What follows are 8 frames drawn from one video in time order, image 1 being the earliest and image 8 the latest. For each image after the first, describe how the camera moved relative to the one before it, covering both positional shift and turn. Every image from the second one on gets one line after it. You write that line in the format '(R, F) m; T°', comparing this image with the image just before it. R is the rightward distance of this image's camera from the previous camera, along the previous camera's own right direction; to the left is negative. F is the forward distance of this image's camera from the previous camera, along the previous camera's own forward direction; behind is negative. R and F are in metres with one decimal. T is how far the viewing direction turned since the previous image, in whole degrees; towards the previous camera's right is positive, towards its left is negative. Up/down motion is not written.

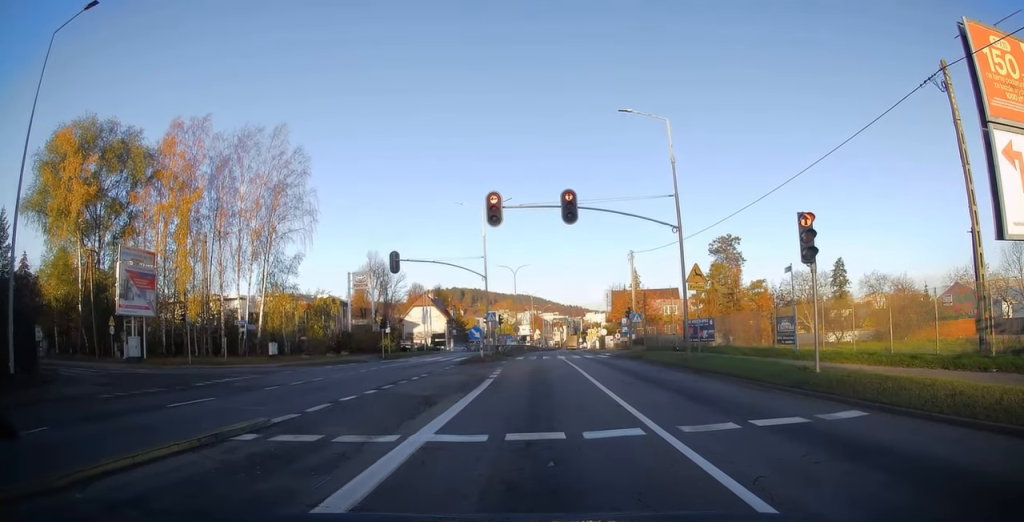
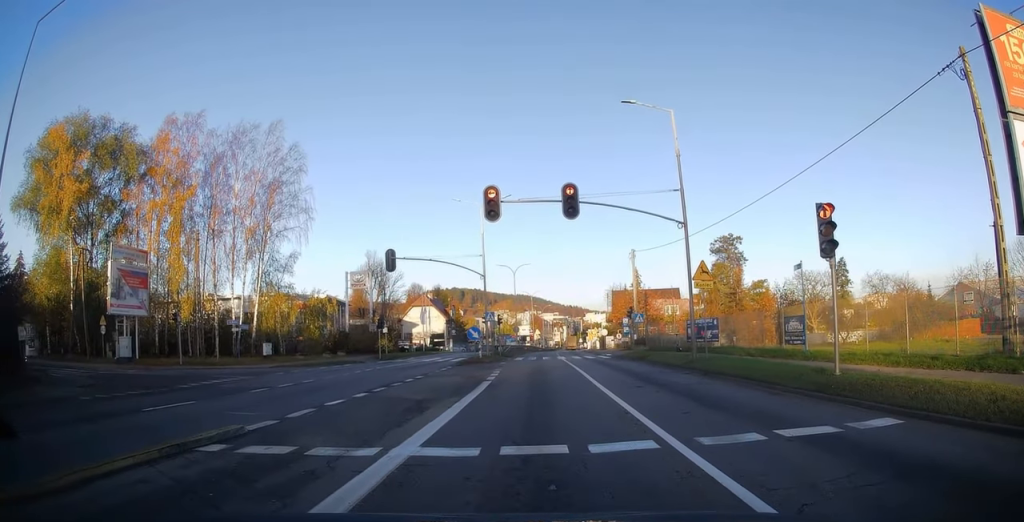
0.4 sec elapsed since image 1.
(0.0, +0.8) m; 0°
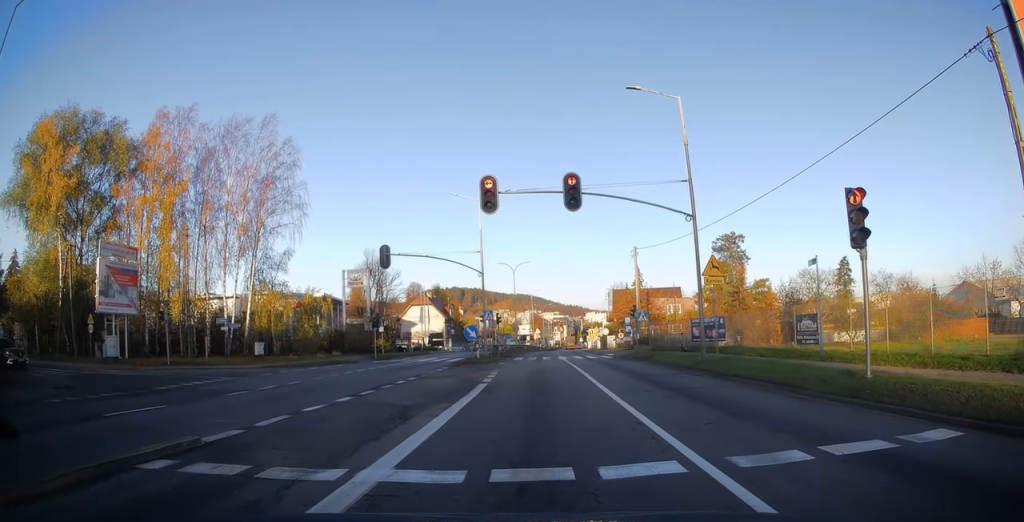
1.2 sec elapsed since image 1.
(0.0, +1.1) m; 0°
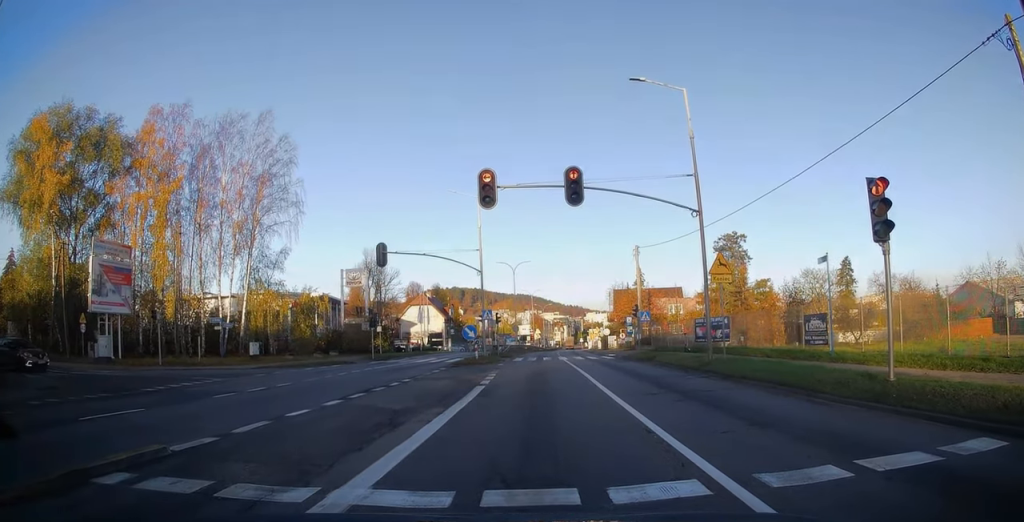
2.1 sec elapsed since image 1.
(0.0, +0.5) m; 0°
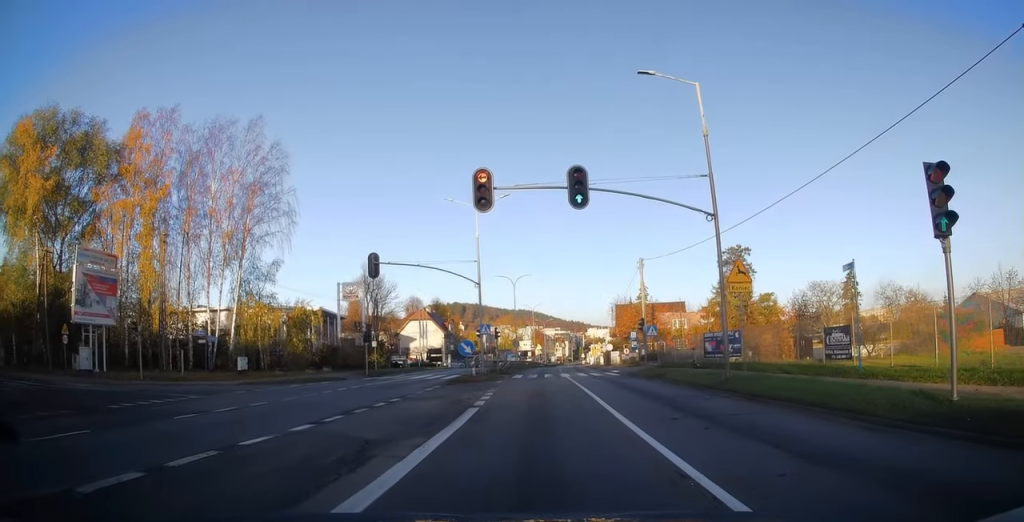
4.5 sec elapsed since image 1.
(-0.1, +1.3) m; -1°
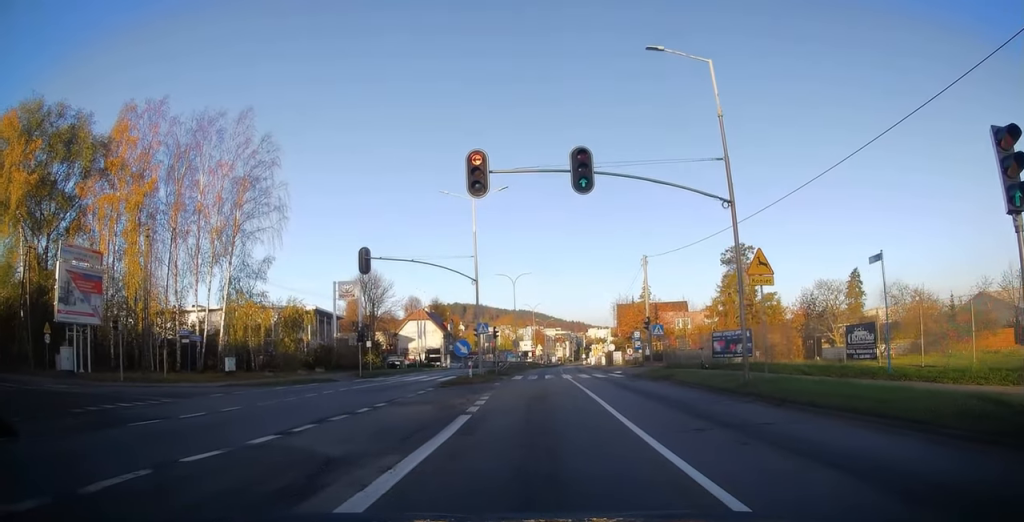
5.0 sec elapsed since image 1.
(0.0, +1.3) m; 0°
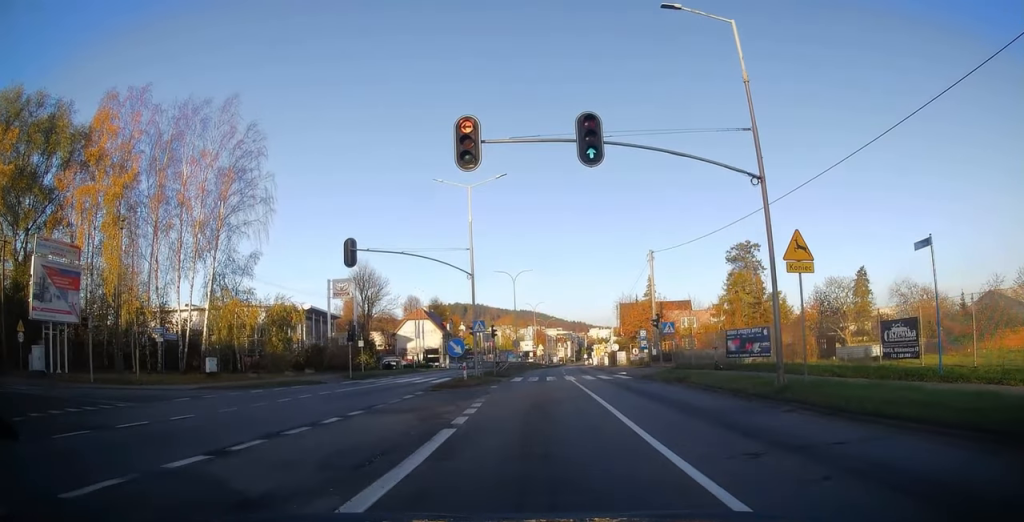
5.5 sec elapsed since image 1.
(0.0, +2.7) m; +3°
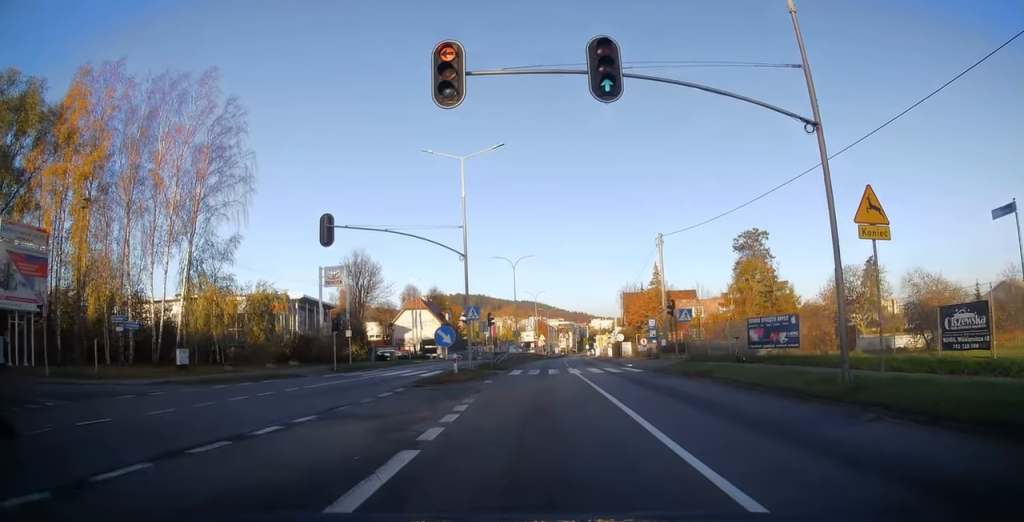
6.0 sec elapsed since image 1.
(0.0, +3.1) m; +2°
